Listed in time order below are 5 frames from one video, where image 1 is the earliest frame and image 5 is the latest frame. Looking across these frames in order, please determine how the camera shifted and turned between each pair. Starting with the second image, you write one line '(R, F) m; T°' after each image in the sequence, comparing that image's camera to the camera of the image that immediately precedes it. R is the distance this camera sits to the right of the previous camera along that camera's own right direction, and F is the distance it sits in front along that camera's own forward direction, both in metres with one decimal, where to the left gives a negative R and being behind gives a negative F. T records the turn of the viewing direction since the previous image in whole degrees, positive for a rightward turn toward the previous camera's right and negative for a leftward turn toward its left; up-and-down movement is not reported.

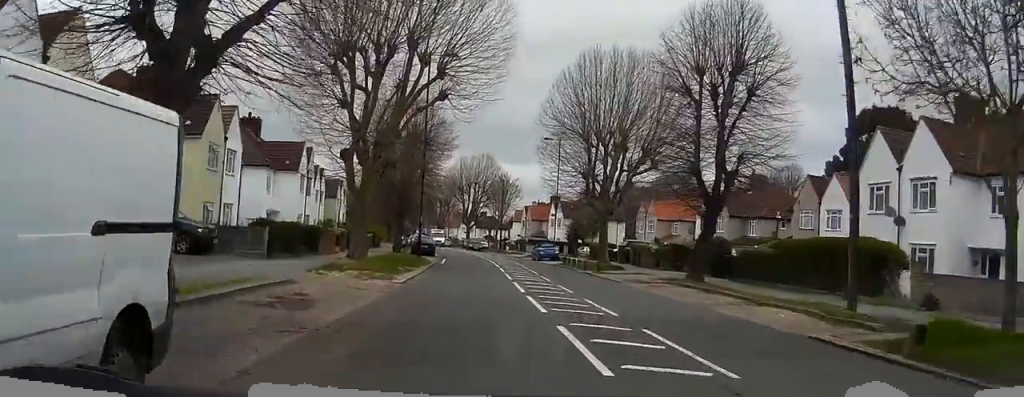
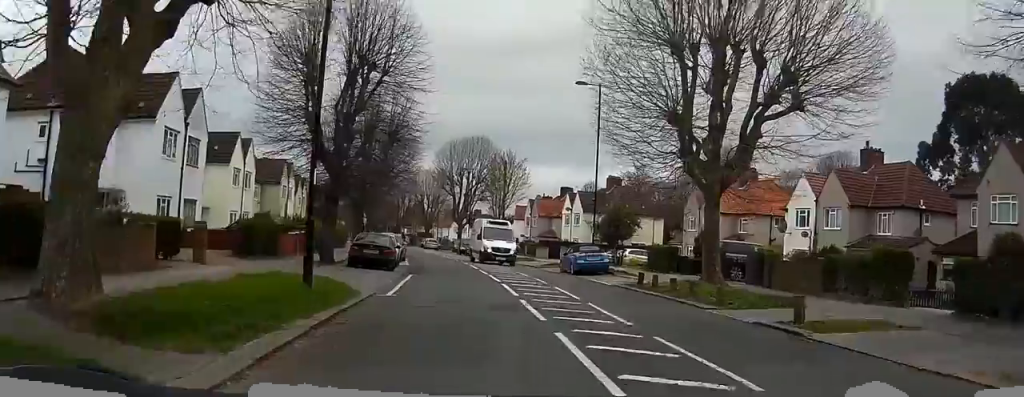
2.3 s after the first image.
(+0.2, +24.4) m; 0°
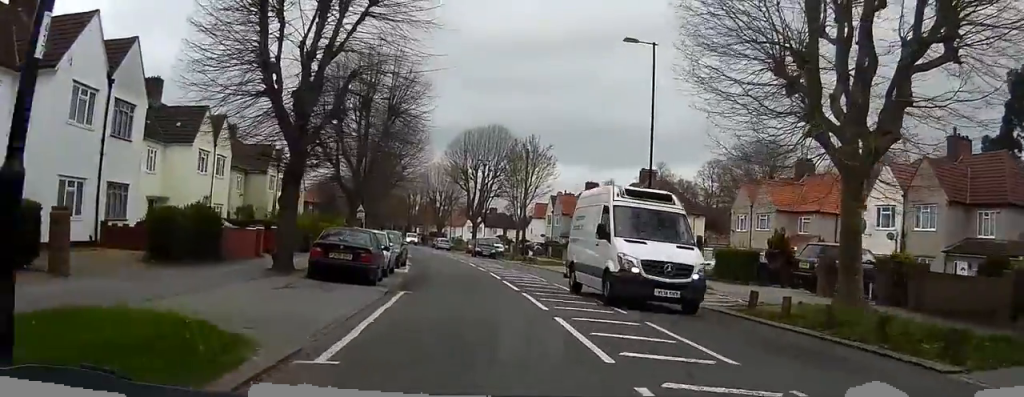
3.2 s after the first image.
(0.0, +9.4) m; -1°
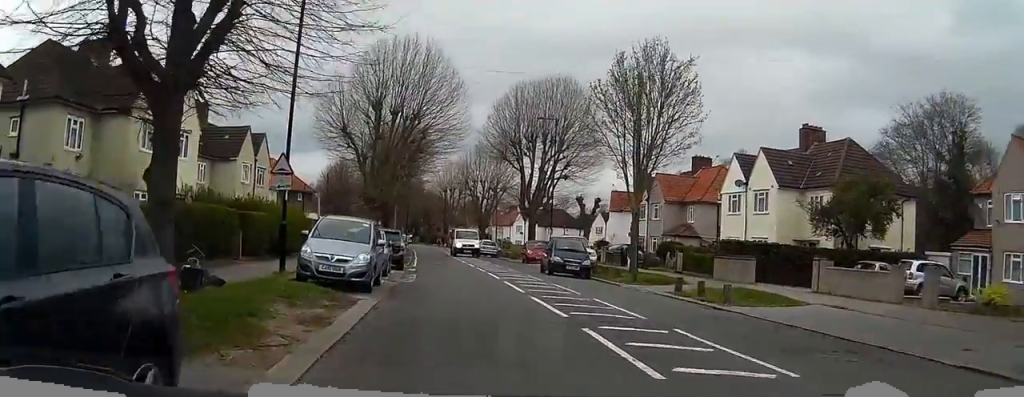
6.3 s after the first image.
(-0.3, +30.1) m; -1°
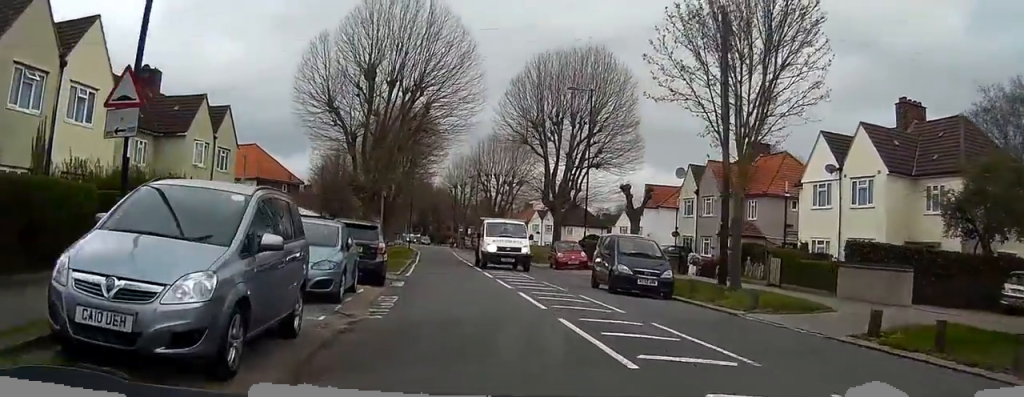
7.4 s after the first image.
(-0.1, +10.8) m; -2°
